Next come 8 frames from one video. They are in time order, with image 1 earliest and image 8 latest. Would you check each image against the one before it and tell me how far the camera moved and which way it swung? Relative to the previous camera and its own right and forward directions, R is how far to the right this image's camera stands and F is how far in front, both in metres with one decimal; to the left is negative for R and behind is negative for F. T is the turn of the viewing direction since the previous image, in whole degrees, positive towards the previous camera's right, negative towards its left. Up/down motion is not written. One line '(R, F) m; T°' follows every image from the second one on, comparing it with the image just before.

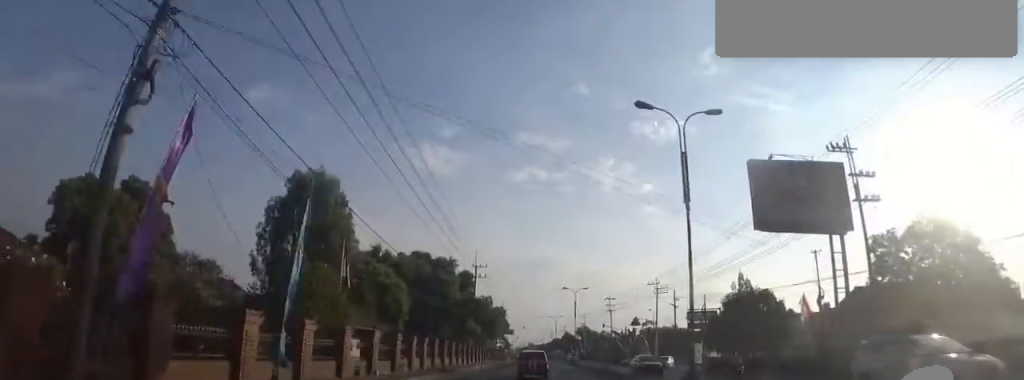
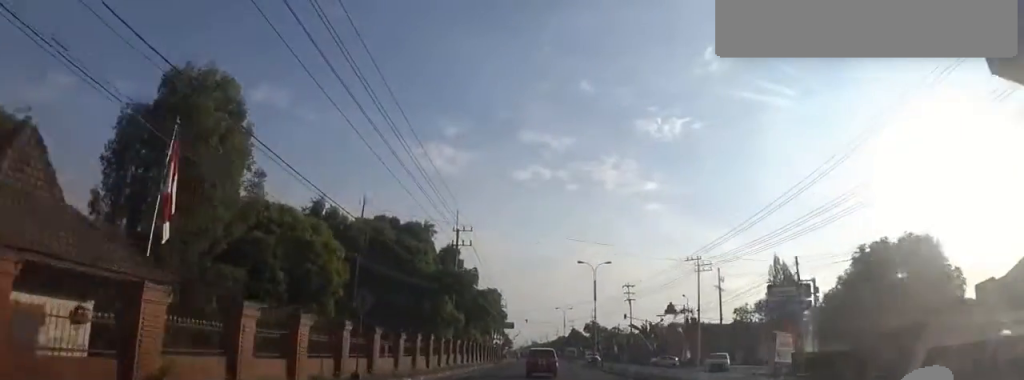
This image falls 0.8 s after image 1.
(0.0, +16.6) m; 0°
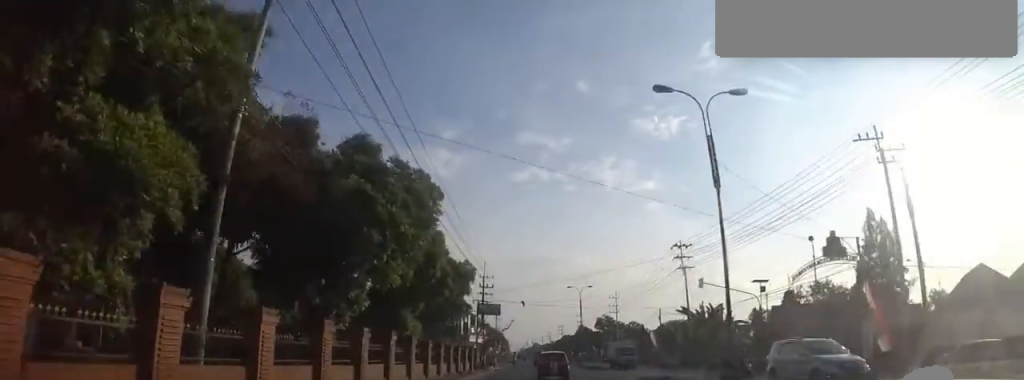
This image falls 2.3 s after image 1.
(+0.1, +30.7) m; 0°
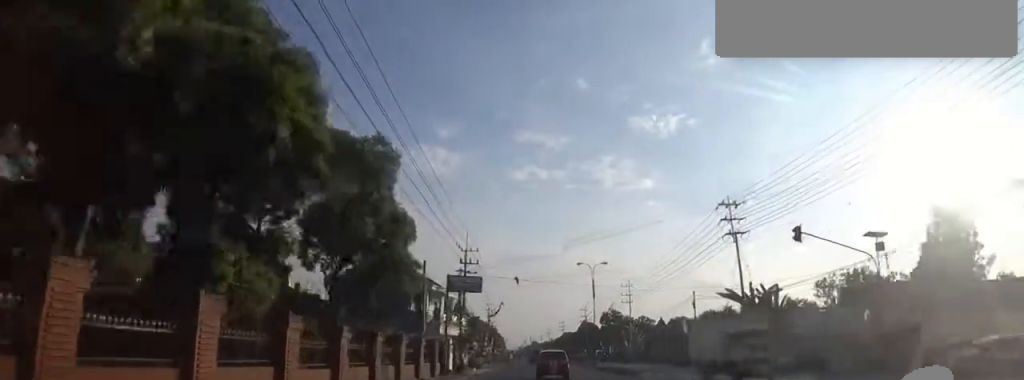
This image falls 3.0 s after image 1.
(0.0, +14.5) m; 0°
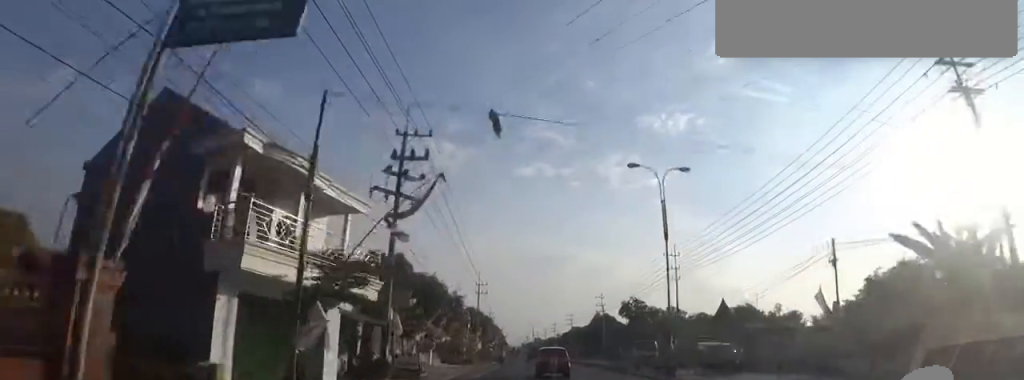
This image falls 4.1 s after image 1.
(-0.1, +23.9) m; -1°
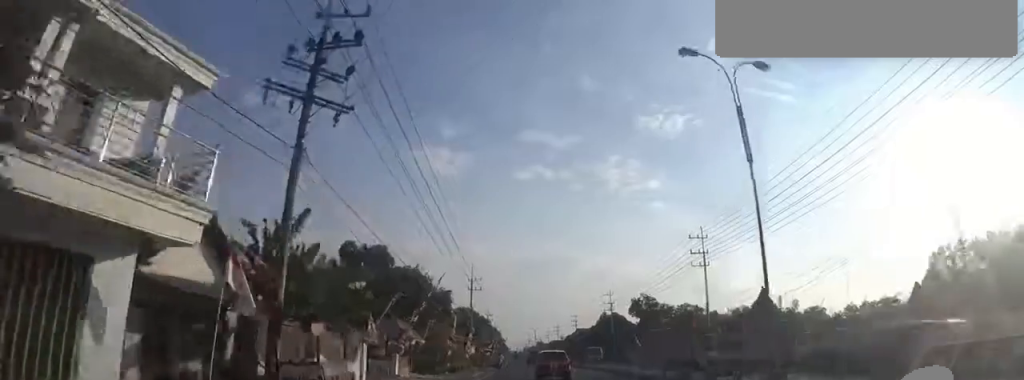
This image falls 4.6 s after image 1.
(-0.1, +9.4) m; 0°
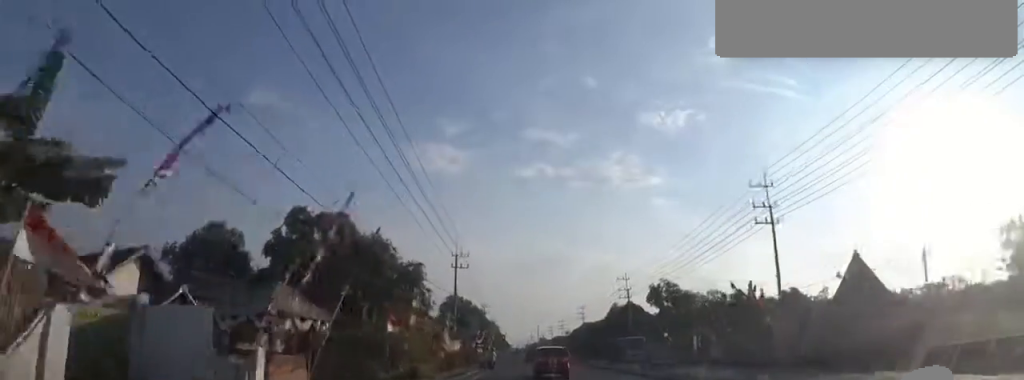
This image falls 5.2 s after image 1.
(-0.1, +13.8) m; -1°
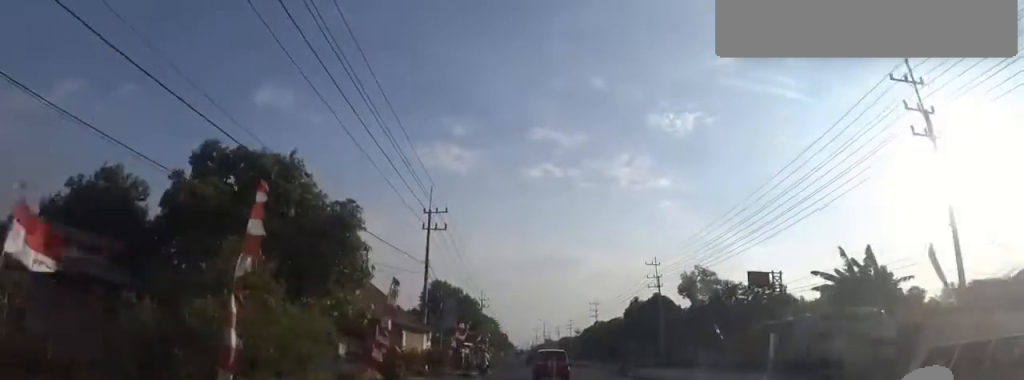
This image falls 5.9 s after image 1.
(+0.1, +15.2) m; -2°
